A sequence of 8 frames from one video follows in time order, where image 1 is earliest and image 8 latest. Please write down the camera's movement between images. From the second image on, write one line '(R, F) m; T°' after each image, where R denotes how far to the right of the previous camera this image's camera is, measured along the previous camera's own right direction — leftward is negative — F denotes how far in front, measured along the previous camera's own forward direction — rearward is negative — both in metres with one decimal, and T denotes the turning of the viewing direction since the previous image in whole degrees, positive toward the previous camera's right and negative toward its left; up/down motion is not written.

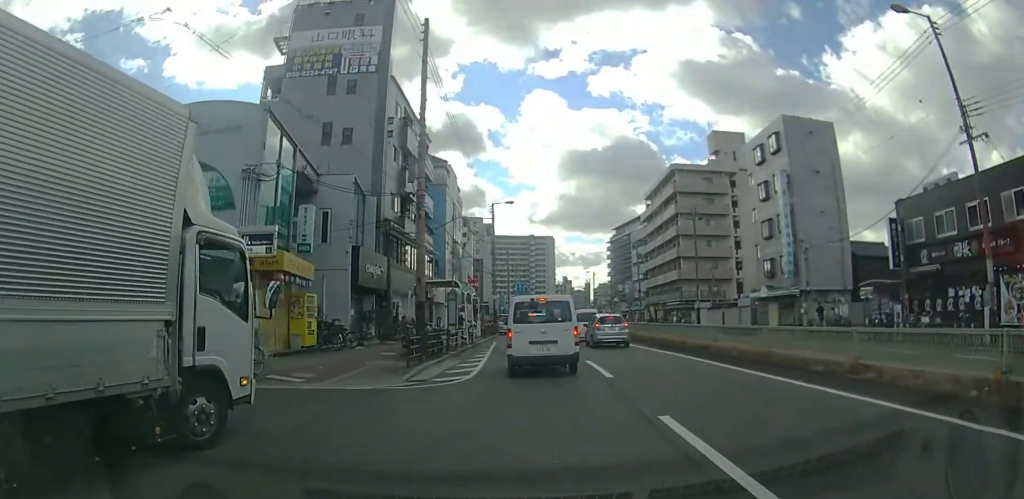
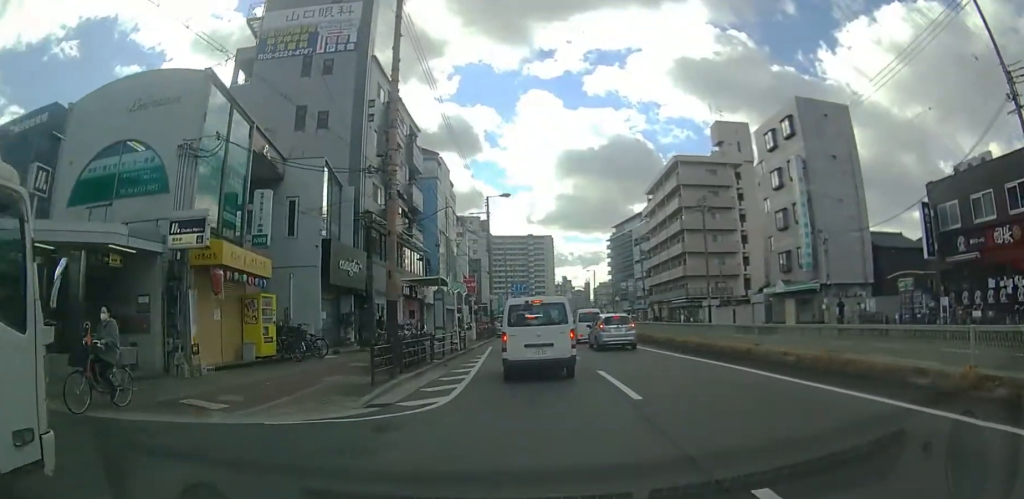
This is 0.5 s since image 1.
(+0.1, +3.9) m; 0°
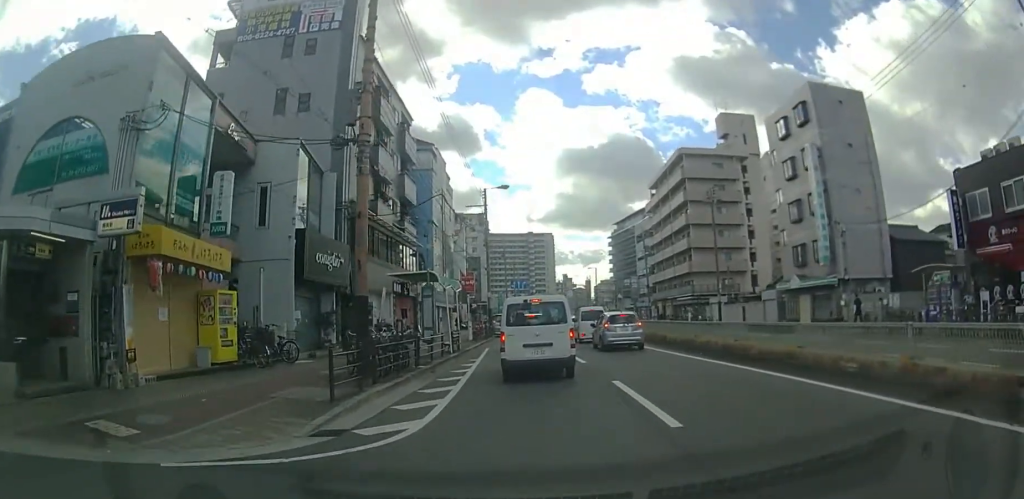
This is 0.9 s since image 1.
(+0.1, +3.0) m; 0°
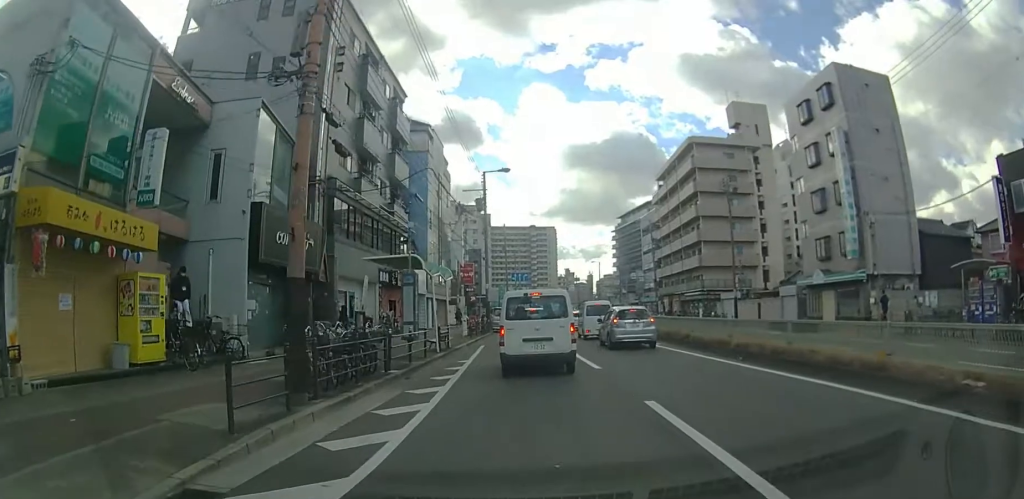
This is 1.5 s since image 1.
(0.0, +3.6) m; -1°
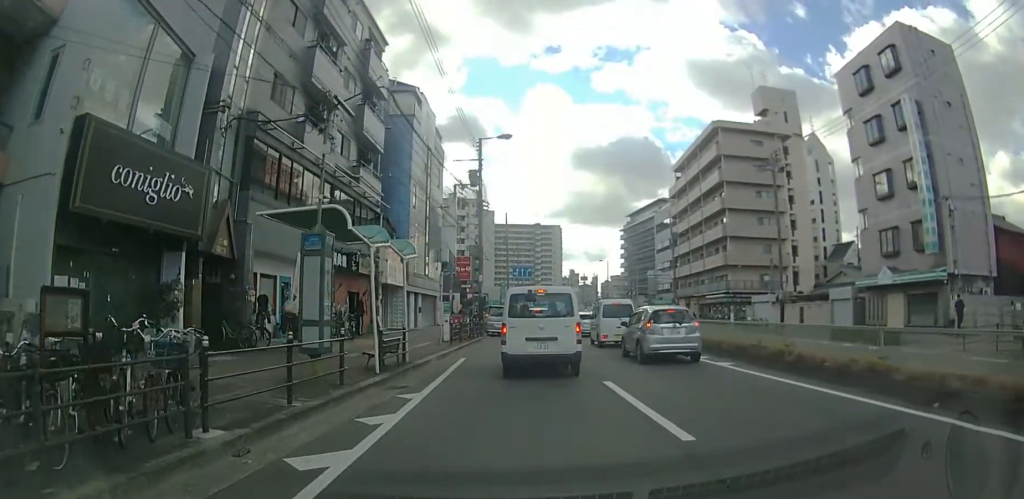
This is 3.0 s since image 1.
(-0.3, +7.8) m; -3°
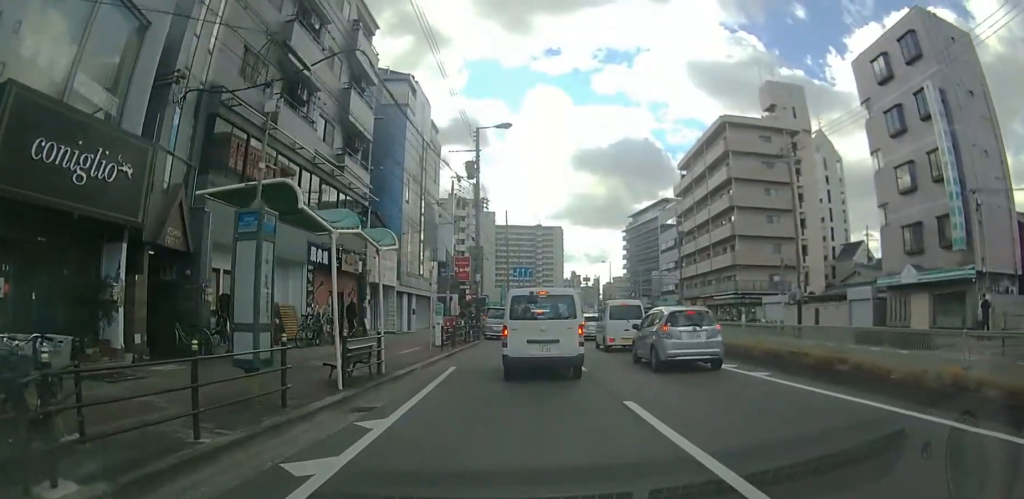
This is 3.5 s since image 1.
(0.0, +2.3) m; -1°
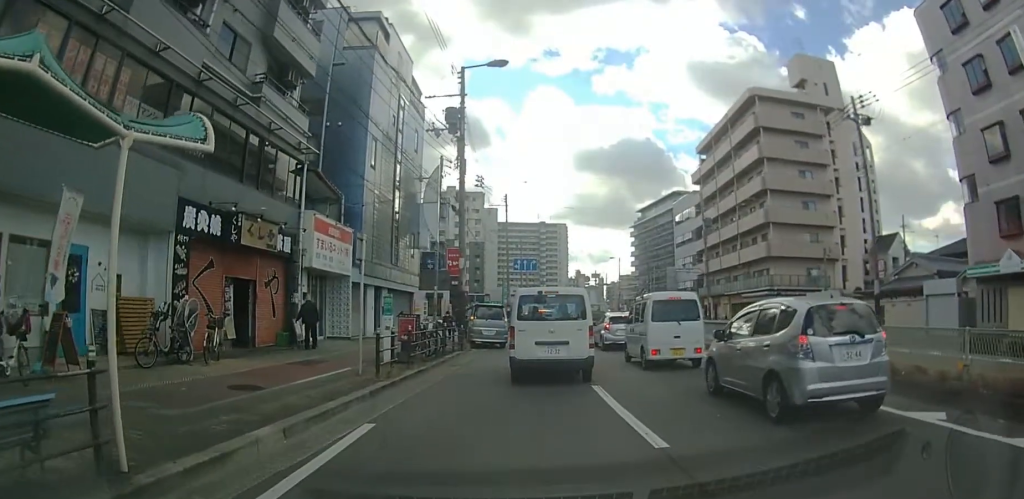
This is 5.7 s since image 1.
(-0.4, +9.0) m; -1°
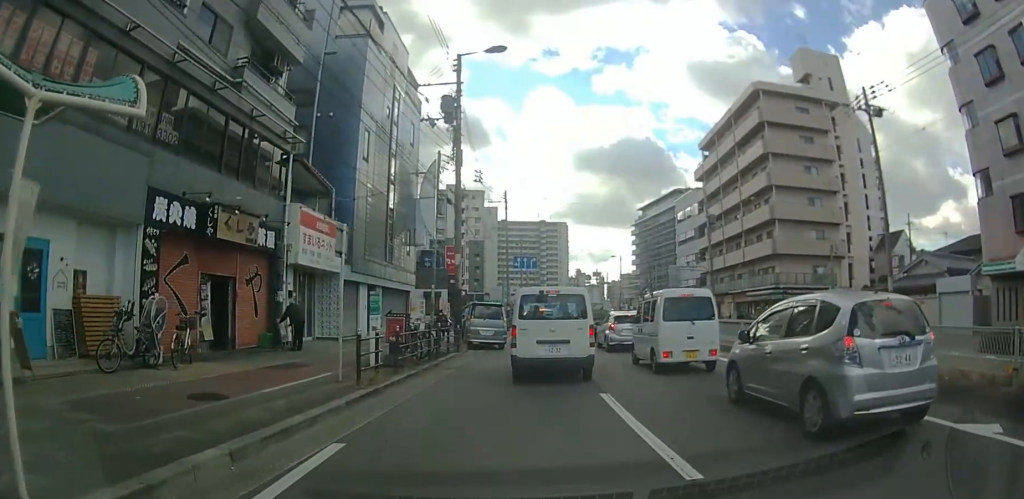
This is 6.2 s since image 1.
(0.0, +1.5) m; +2°
